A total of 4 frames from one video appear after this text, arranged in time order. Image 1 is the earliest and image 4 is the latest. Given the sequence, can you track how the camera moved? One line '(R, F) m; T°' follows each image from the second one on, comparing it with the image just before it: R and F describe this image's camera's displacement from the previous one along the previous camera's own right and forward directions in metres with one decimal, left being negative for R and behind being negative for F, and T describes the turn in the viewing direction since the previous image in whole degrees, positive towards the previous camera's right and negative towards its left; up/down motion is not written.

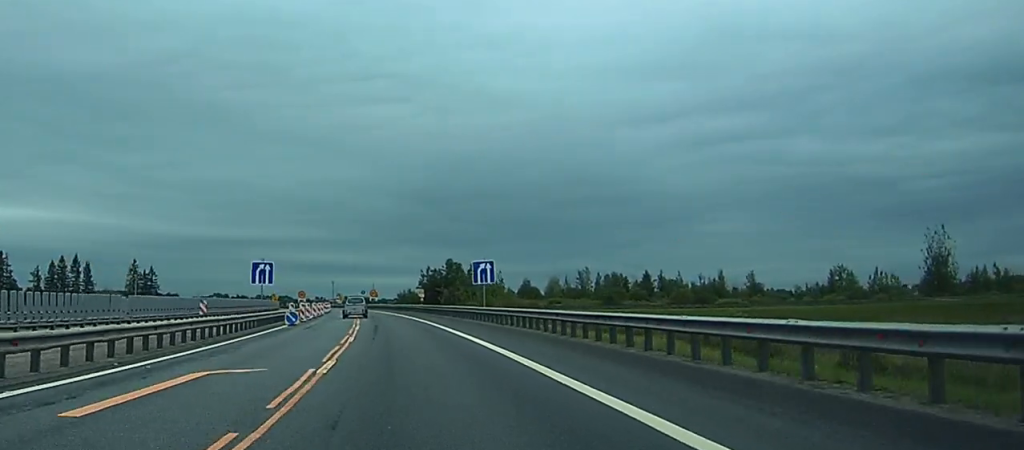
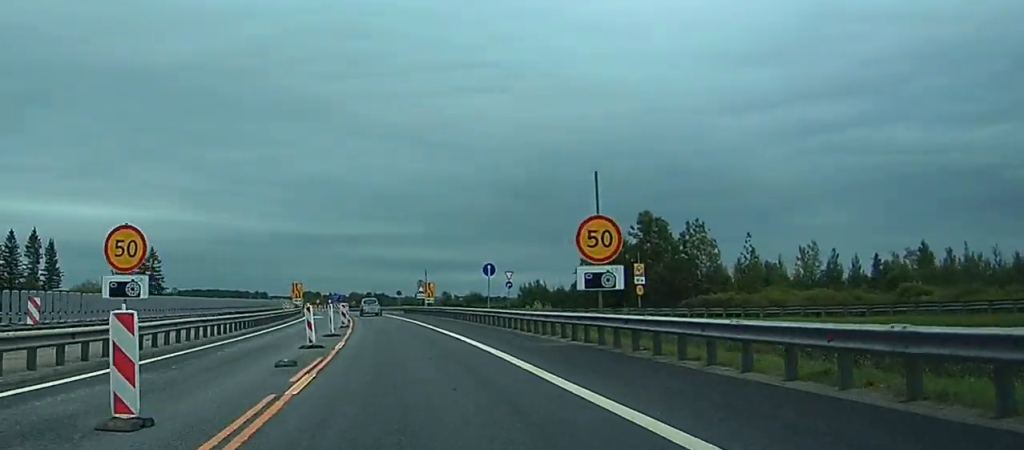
(-8.4, +123.4) m; -8°
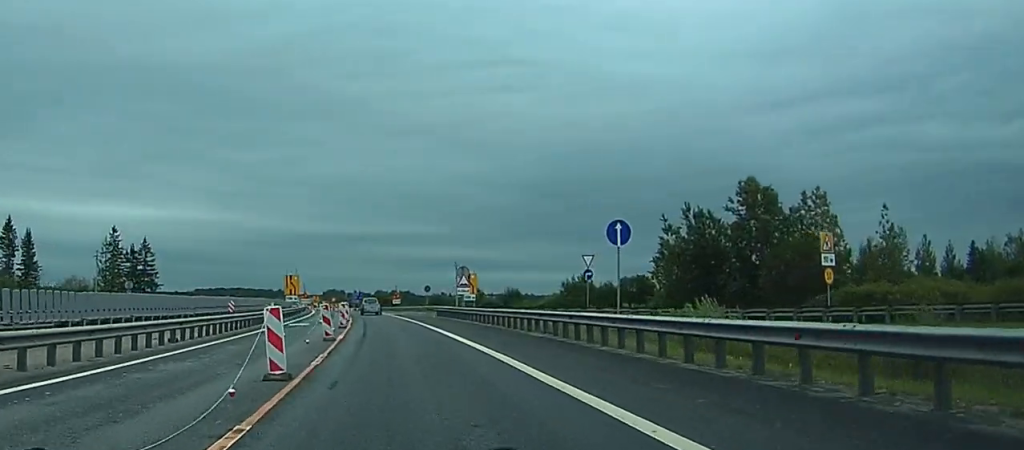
(-0.5, +30.9) m; -2°
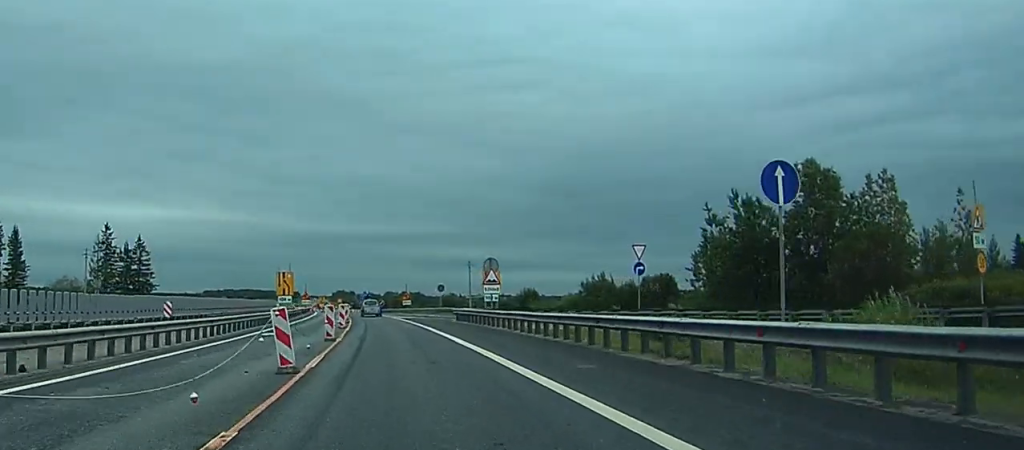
(0.0, +12.6) m; -1°
